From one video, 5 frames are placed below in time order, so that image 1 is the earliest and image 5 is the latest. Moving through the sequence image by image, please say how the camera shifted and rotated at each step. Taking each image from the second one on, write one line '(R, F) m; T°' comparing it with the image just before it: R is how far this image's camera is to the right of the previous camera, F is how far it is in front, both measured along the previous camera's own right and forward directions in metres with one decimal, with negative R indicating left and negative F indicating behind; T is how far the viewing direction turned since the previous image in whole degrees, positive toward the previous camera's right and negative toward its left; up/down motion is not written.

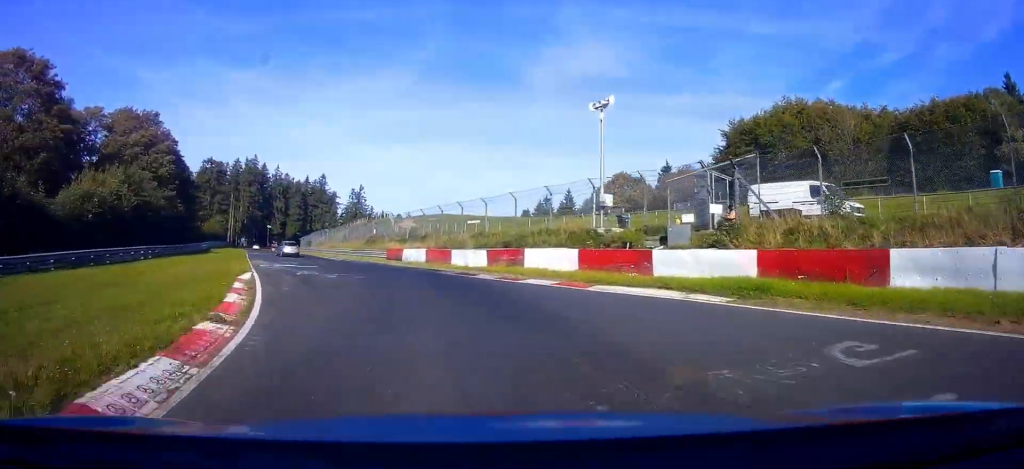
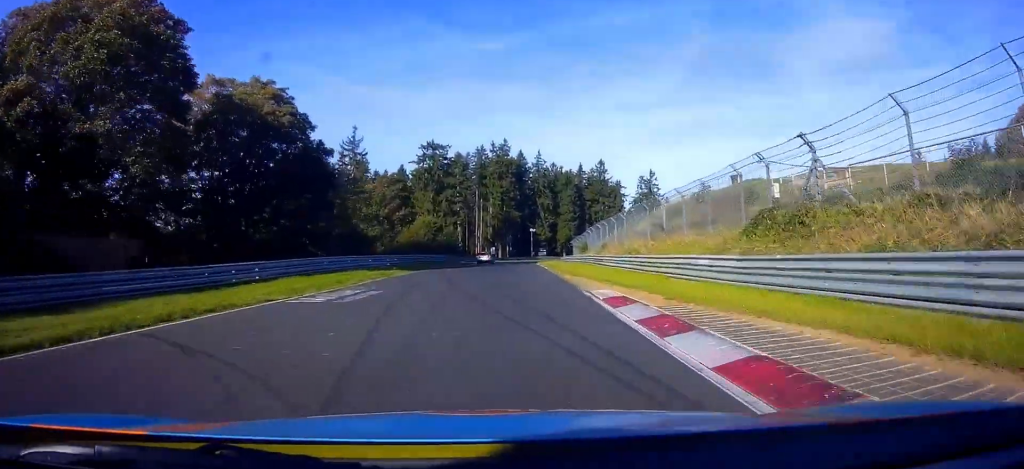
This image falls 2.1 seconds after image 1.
(-5.1, +44.0) m; -15°
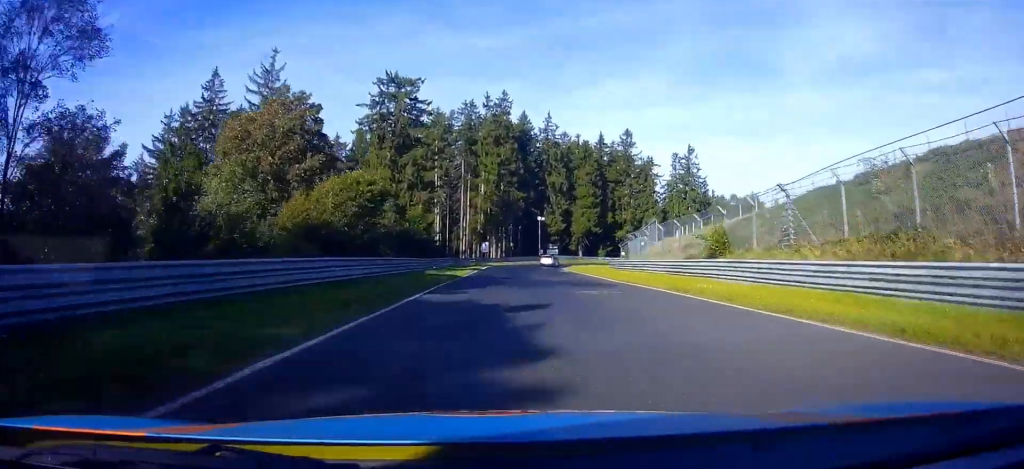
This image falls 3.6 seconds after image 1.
(-3.8, +33.8) m; -16°
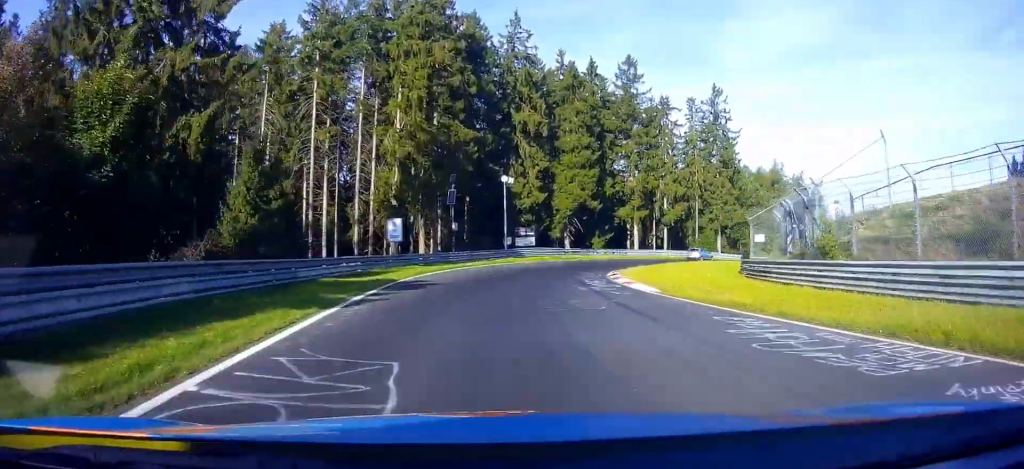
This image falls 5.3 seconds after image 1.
(-6.1, +42.2) m; -10°
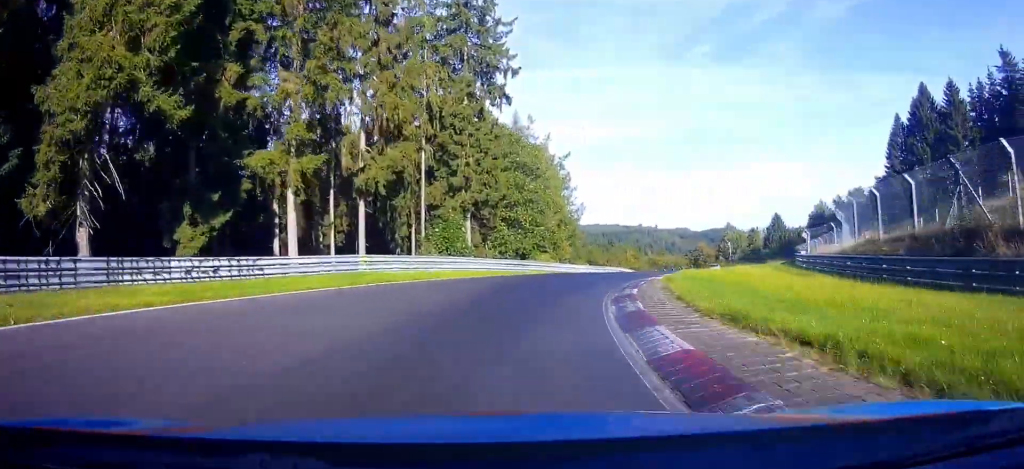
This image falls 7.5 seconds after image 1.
(+2.1, +51.6) m; +9°
